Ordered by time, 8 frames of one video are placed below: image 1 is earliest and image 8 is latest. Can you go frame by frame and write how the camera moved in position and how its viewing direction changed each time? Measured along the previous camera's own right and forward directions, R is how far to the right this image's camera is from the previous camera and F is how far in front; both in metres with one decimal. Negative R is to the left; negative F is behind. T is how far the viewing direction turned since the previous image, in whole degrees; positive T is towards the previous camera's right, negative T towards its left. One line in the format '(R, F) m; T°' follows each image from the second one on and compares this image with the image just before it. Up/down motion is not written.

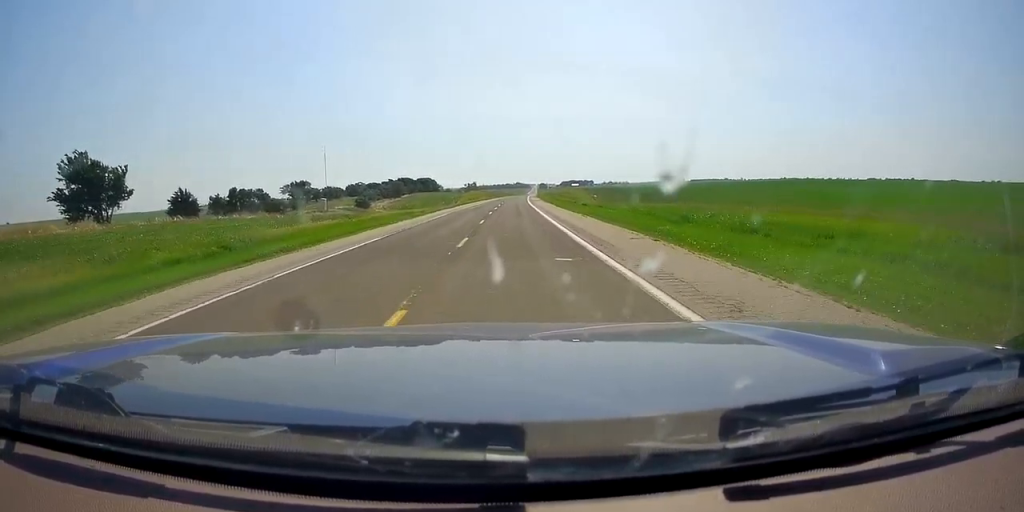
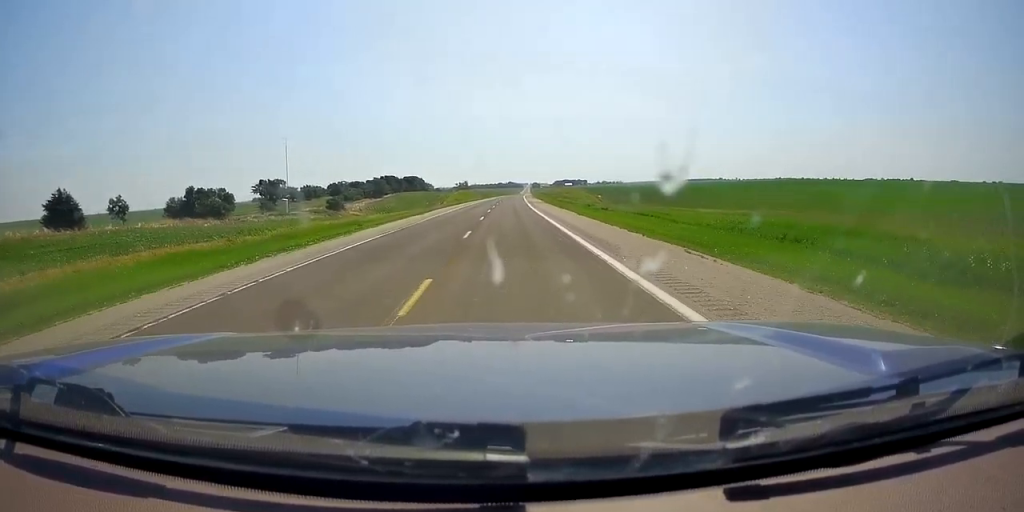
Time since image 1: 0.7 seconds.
(0.0, +21.7) m; 0°
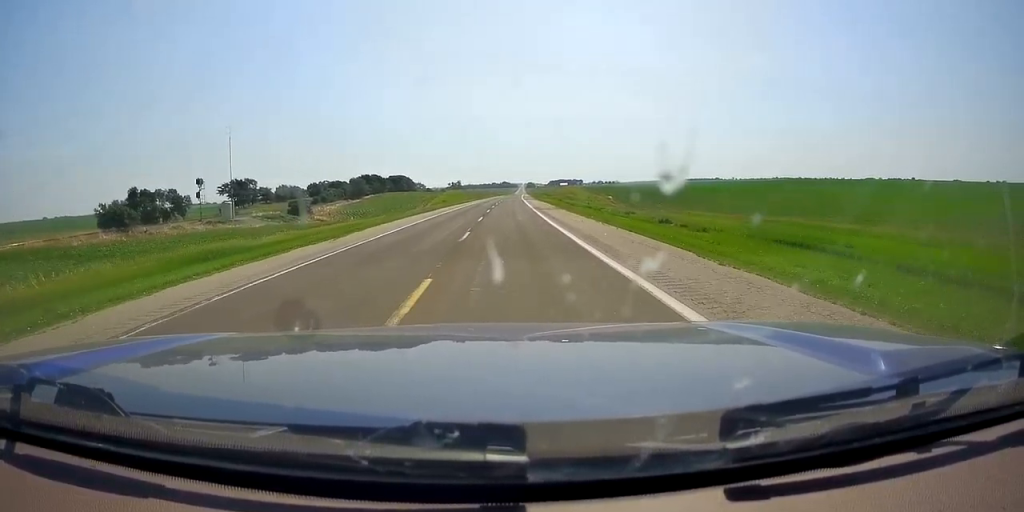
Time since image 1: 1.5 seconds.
(-0.1, +24.3) m; +1°
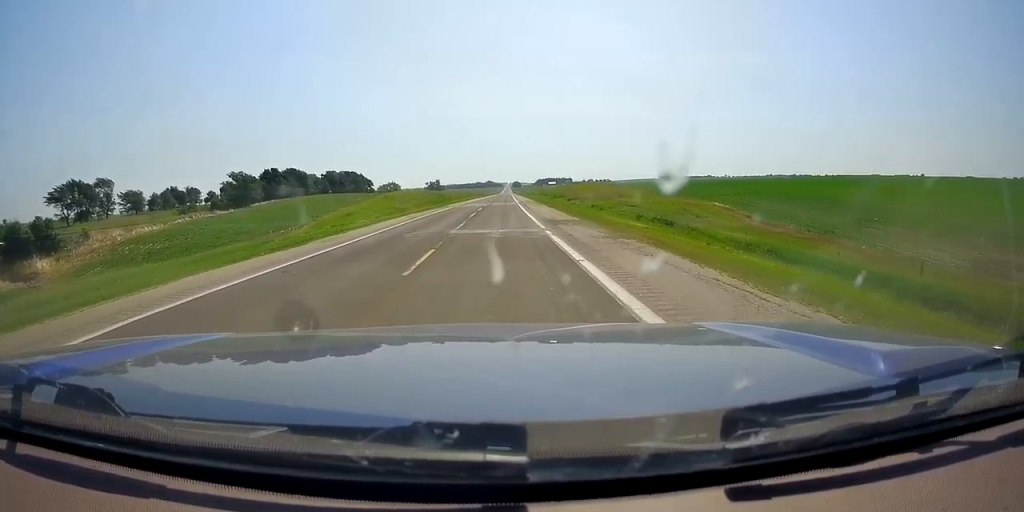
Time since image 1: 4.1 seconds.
(+2.6, +80.1) m; +2°
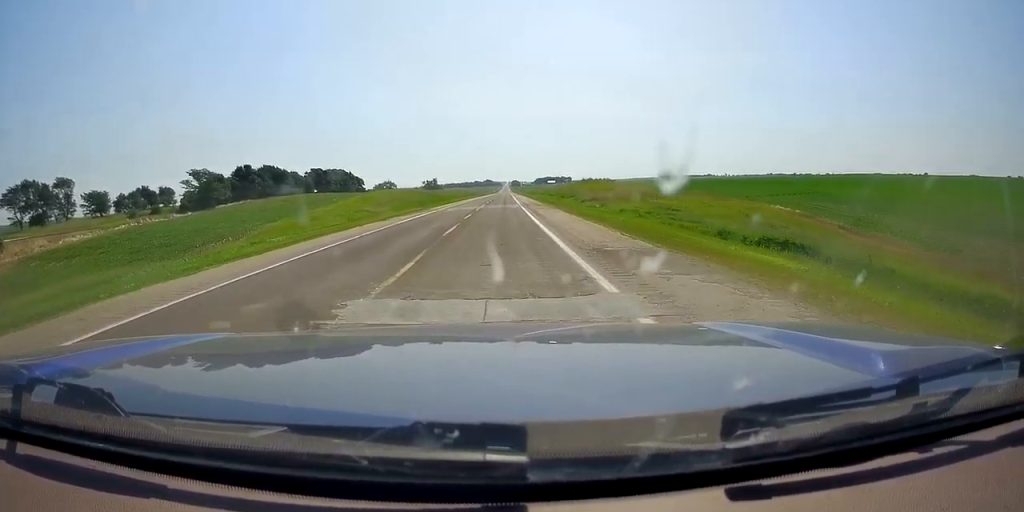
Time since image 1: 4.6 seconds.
(-0.3, +15.4) m; 0°
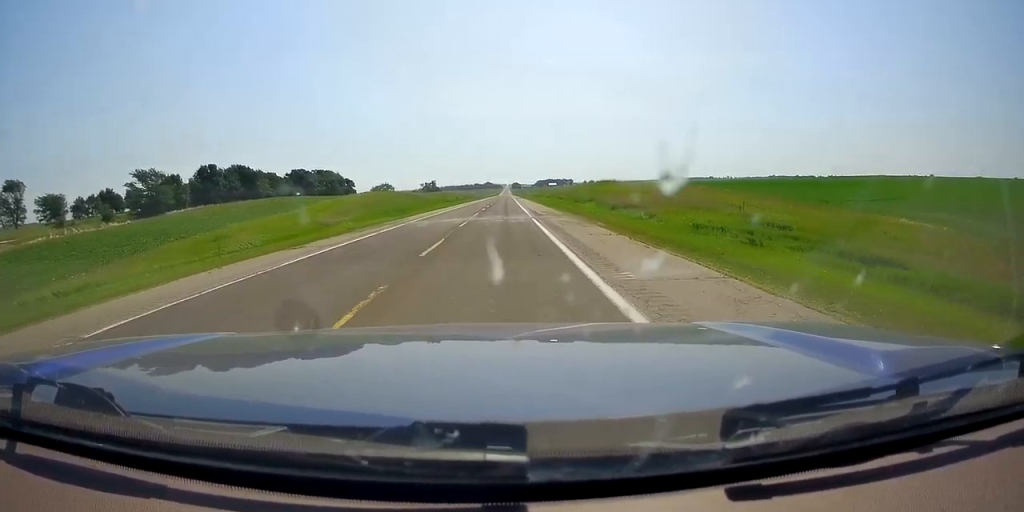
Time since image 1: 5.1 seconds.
(+0.3, +17.4) m; +1°
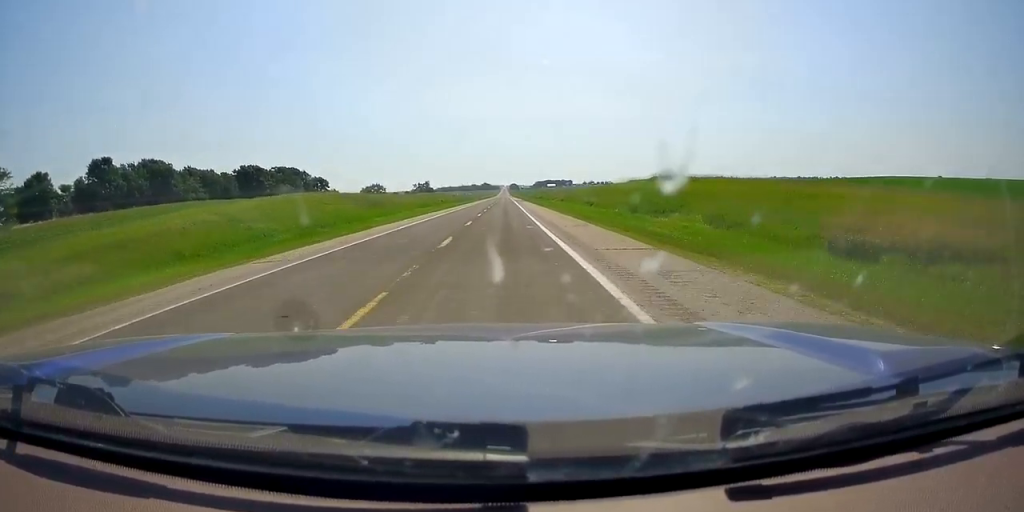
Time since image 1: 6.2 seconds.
(+0.2, +34.0) m; 0°
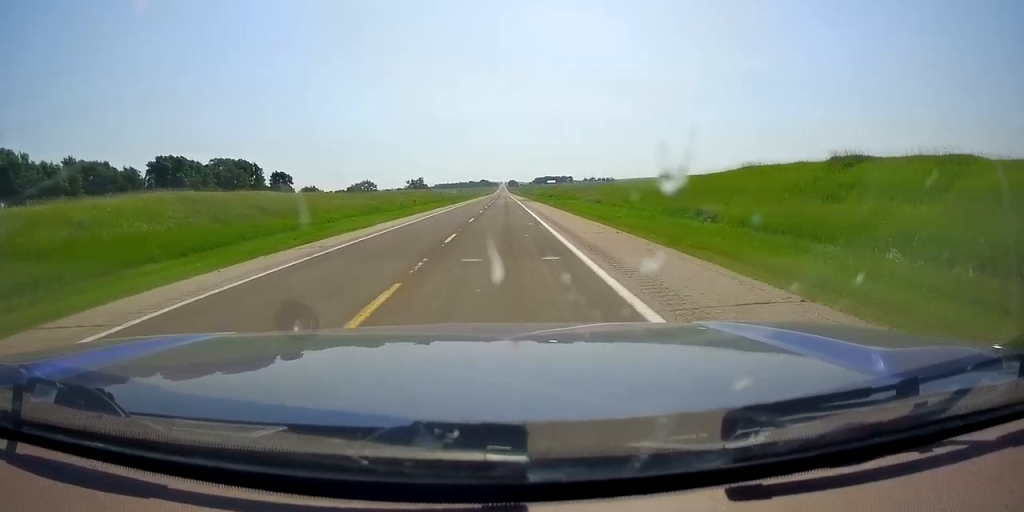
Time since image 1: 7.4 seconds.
(0.0, +36.2) m; 0°
